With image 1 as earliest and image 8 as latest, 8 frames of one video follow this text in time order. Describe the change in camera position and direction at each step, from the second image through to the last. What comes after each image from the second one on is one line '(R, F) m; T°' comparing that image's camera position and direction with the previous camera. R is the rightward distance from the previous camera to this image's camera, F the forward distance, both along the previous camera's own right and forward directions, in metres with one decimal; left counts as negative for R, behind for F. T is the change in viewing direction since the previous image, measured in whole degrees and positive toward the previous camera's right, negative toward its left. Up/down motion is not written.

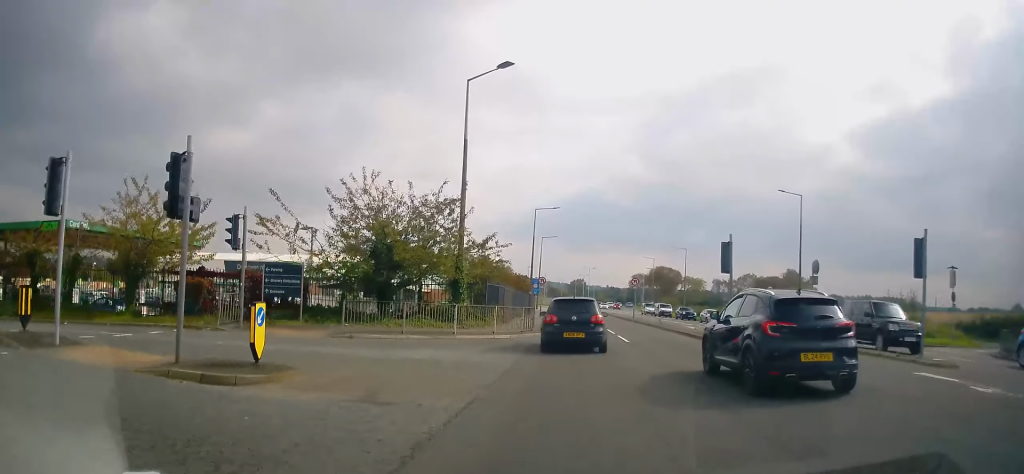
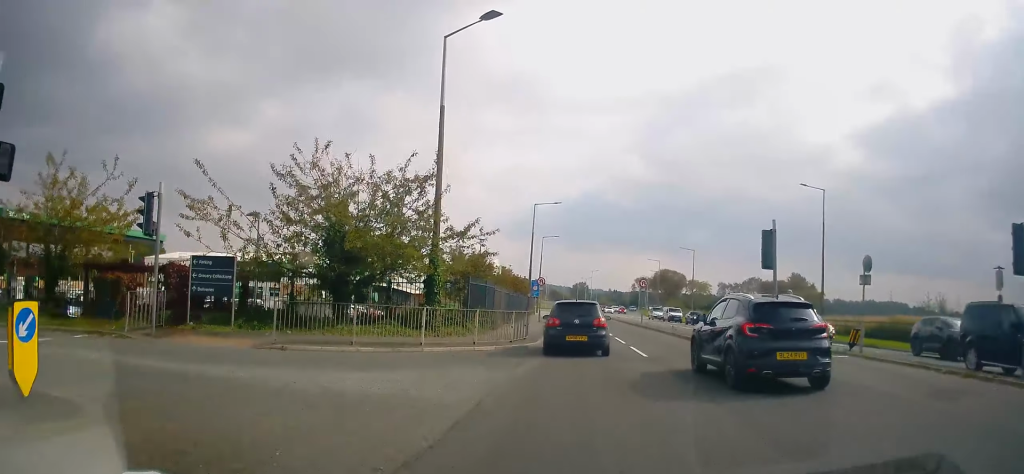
(+0.2, +4.5) m; -1°
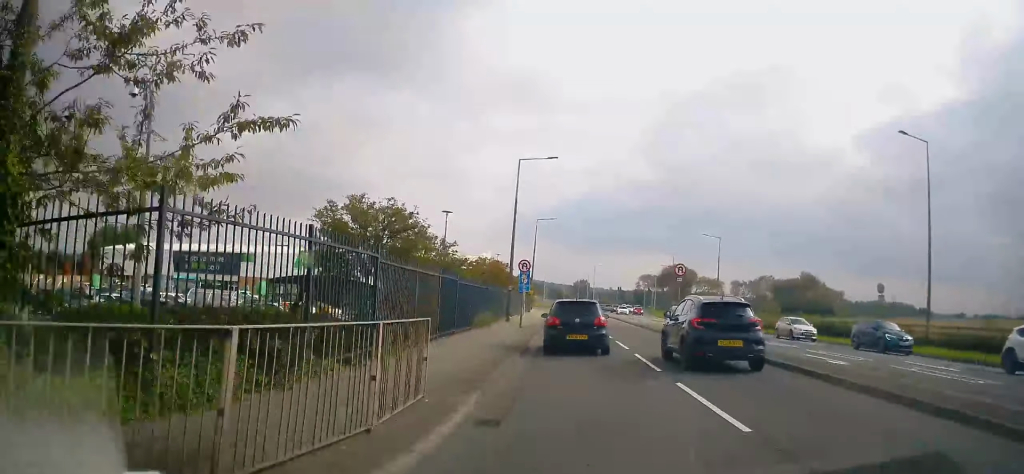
(-0.5, +14.9) m; -2°
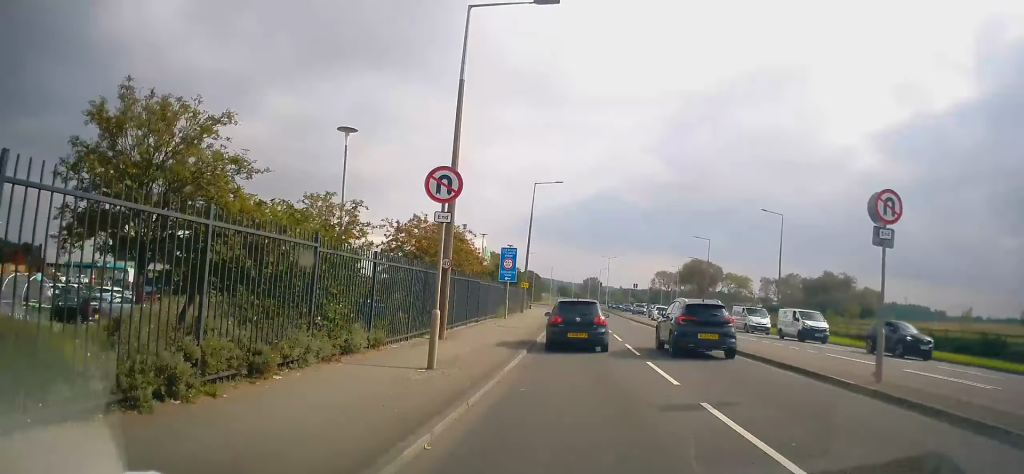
(+0.5, +19.5) m; -2°
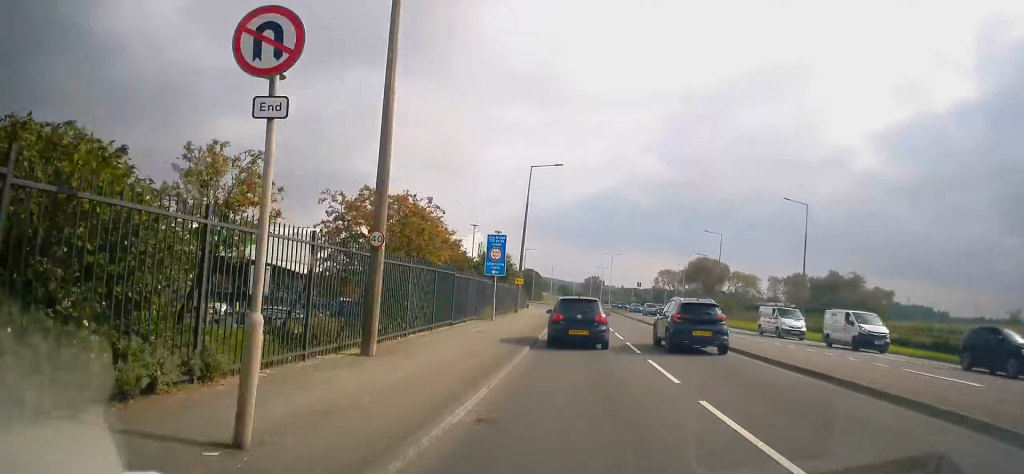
(-0.3, +5.8) m; 0°
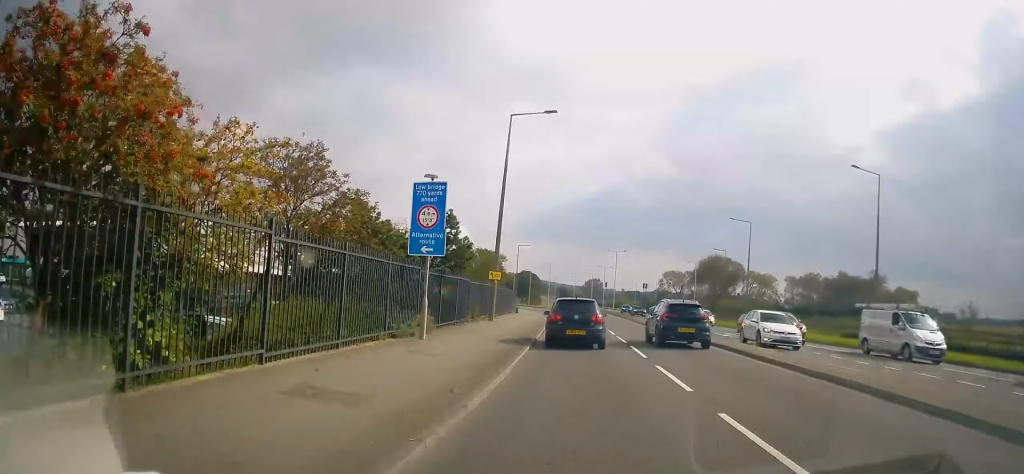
(-0.1, +12.7) m; +1°
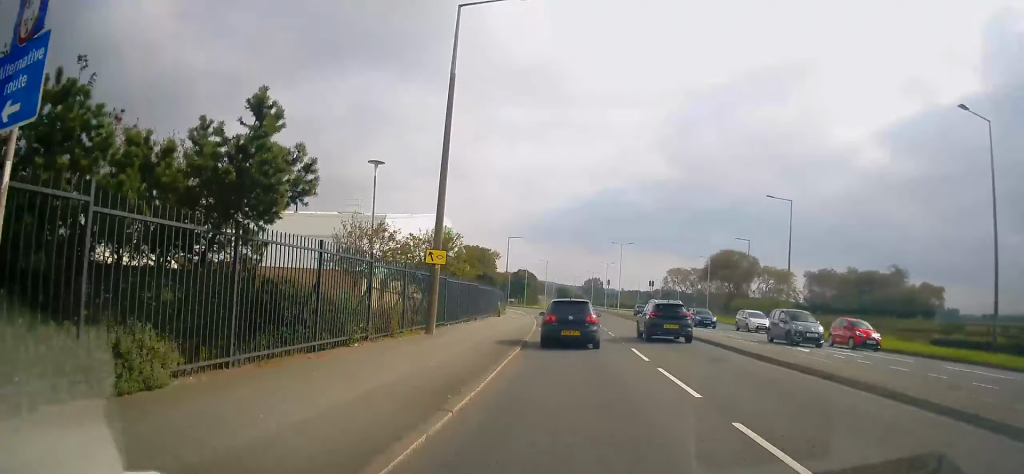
(+0.2, +12.3) m; +1°
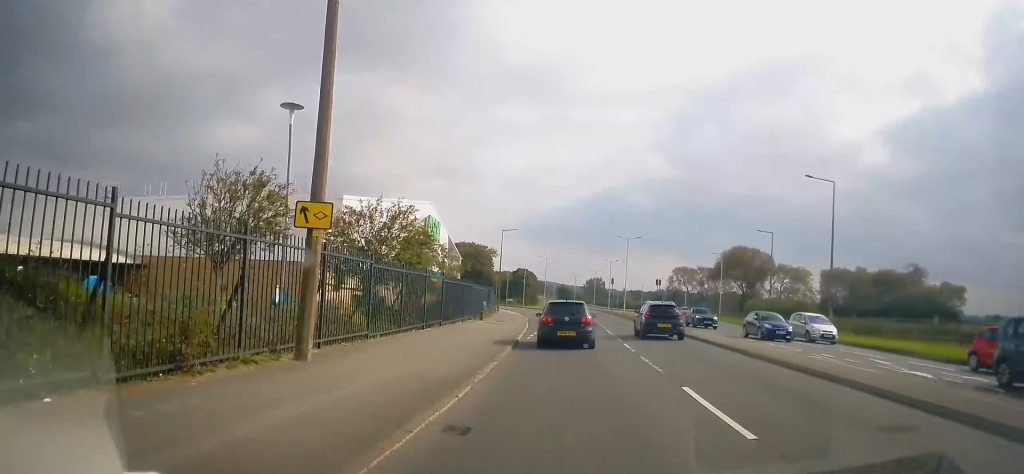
(0.0, +8.4) m; 0°
